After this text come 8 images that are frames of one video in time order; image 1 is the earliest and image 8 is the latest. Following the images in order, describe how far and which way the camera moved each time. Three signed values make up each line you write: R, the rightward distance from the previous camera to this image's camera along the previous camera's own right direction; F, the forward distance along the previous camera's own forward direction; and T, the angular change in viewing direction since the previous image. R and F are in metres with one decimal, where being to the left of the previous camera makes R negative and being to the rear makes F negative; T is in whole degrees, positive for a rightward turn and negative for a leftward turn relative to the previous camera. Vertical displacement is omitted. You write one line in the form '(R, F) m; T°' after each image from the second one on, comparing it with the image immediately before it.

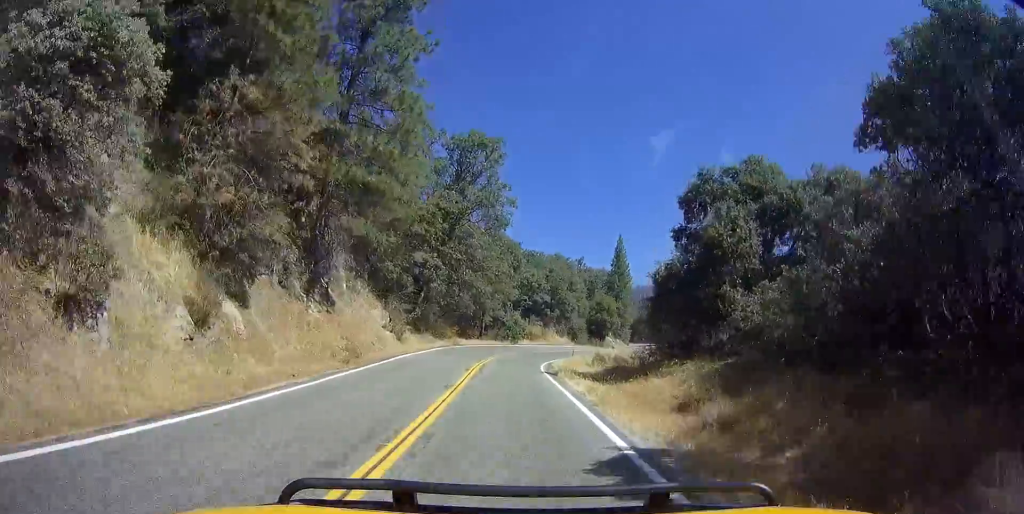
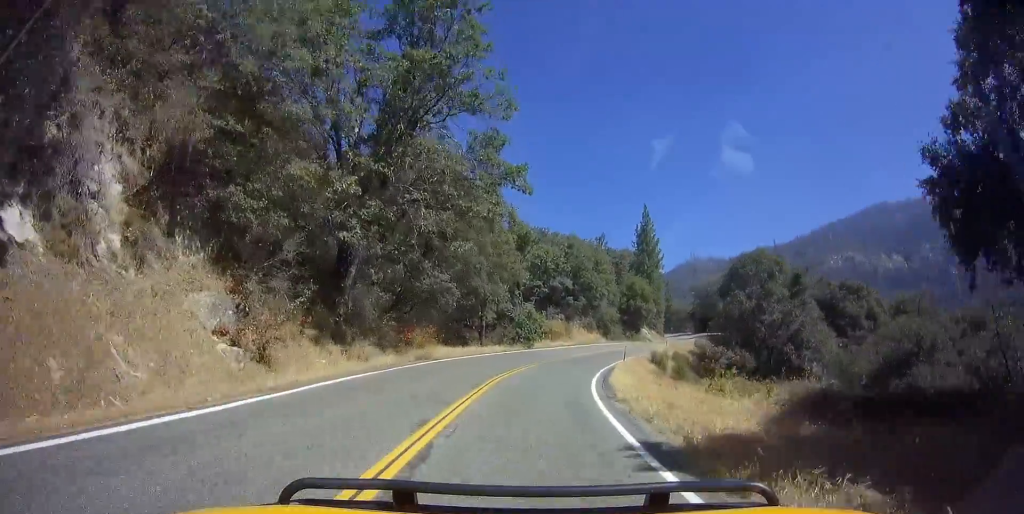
(+2.1, +20.5) m; +20°
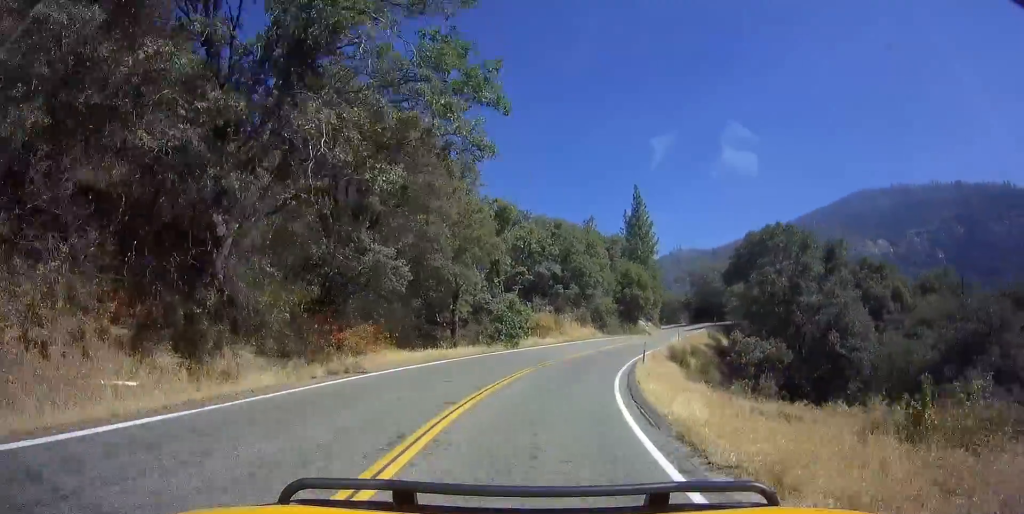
(+0.6, +9.2) m; +9°
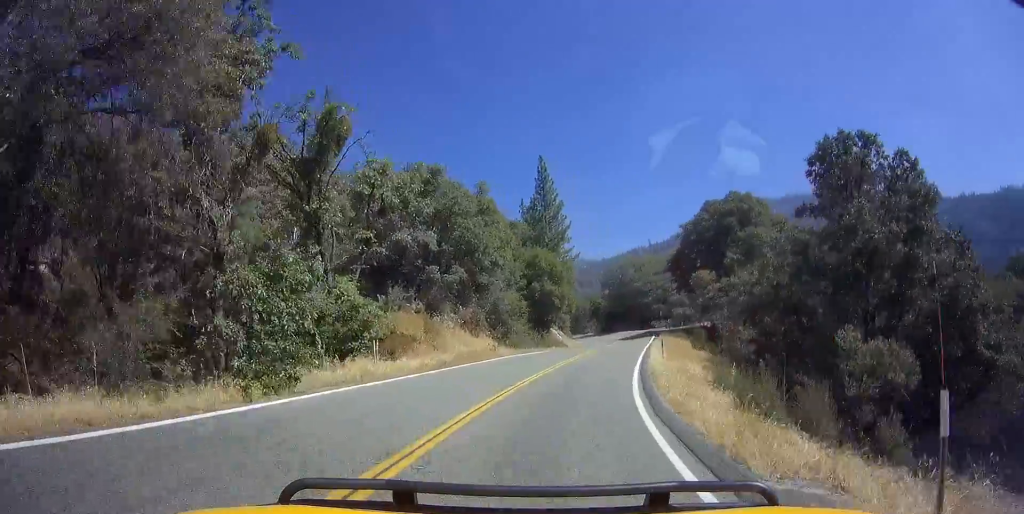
(+3.0, +22.5) m; +3°
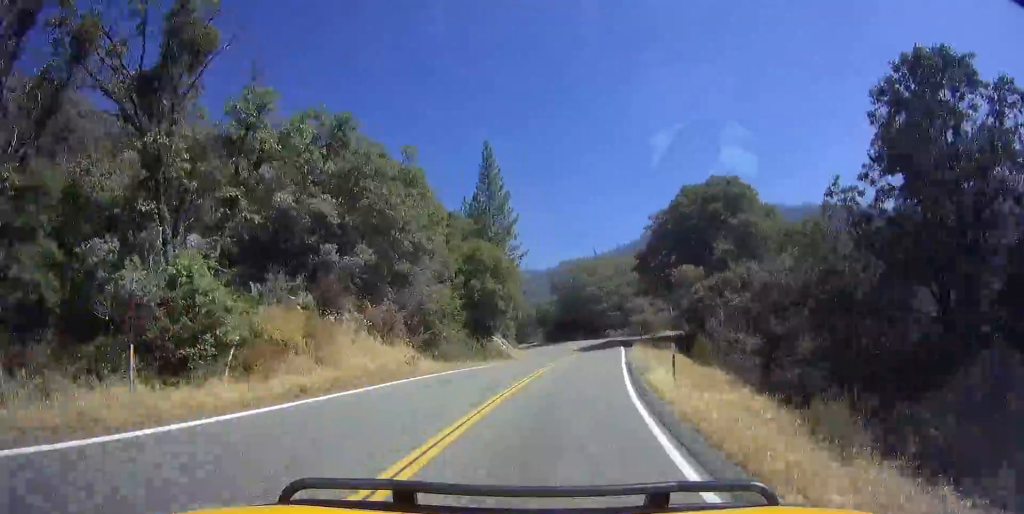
(-0.8, +9.5) m; -4°
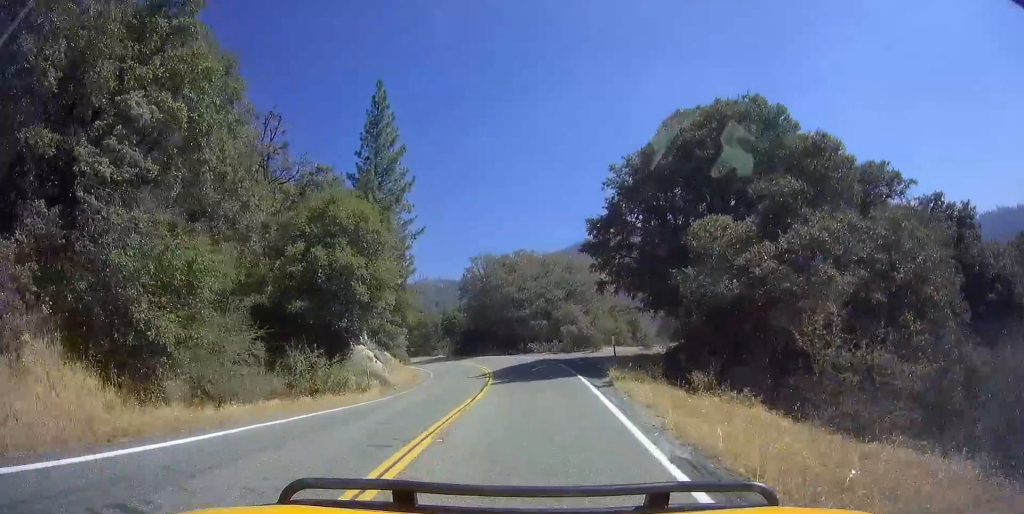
(+0.3, +18.4) m; -1°
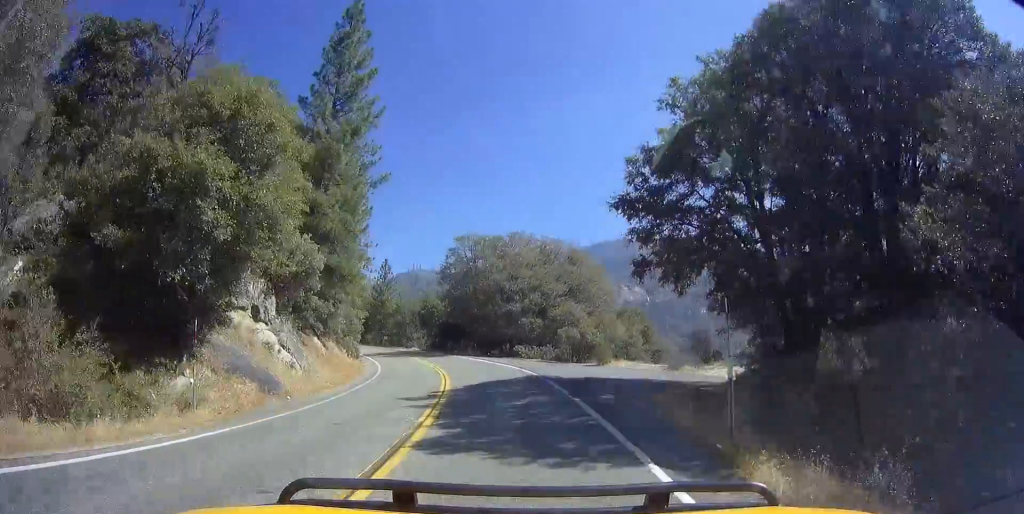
(-0.4, +12.7) m; -4°
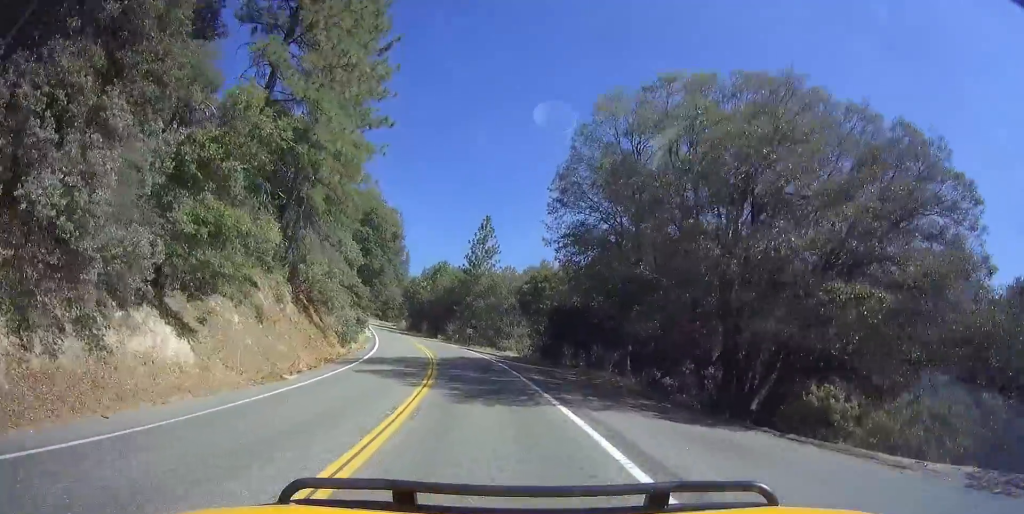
(-3.5, +39.6) m; -11°
